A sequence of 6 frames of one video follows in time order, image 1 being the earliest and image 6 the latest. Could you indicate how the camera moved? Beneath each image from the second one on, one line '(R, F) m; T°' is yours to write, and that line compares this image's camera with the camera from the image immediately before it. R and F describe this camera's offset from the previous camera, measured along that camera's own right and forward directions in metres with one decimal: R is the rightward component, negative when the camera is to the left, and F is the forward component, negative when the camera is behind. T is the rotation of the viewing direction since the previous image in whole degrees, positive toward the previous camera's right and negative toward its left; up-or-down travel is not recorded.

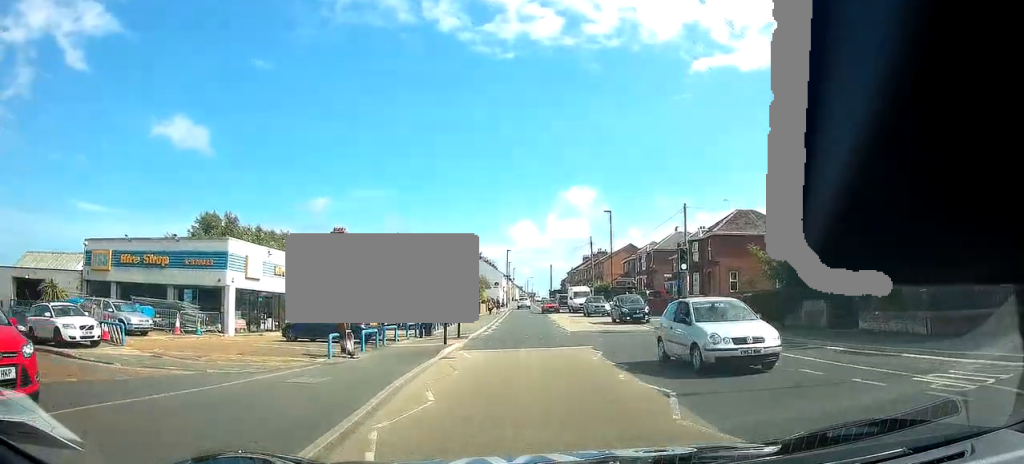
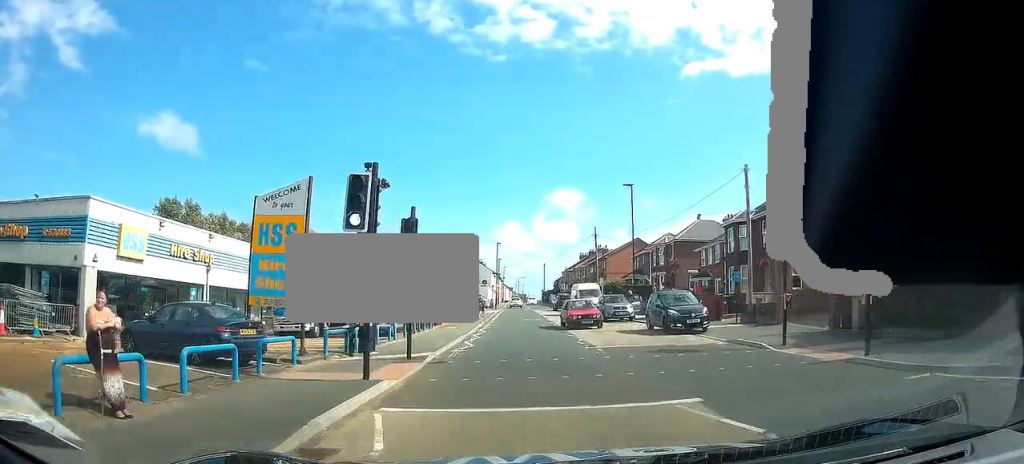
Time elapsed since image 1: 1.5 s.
(-0.1, +9.8) m; 0°
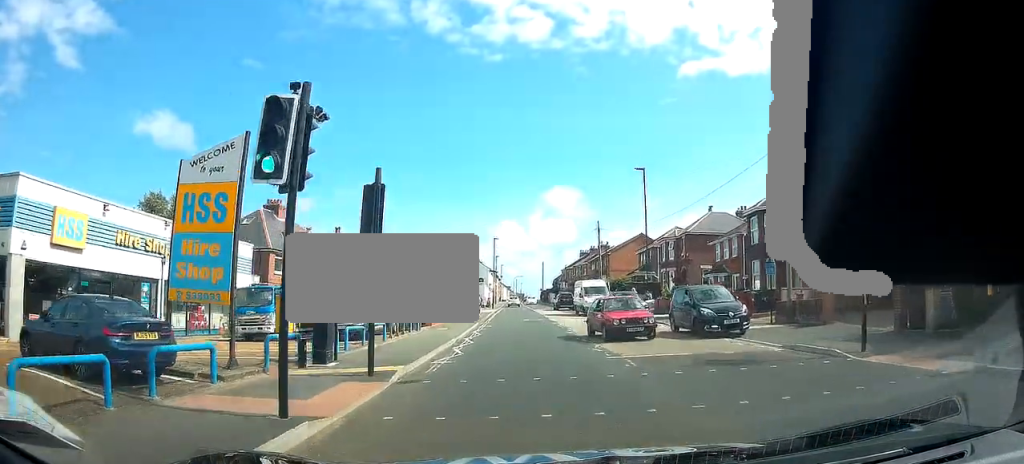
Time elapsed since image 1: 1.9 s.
(0.0, +3.4) m; 0°
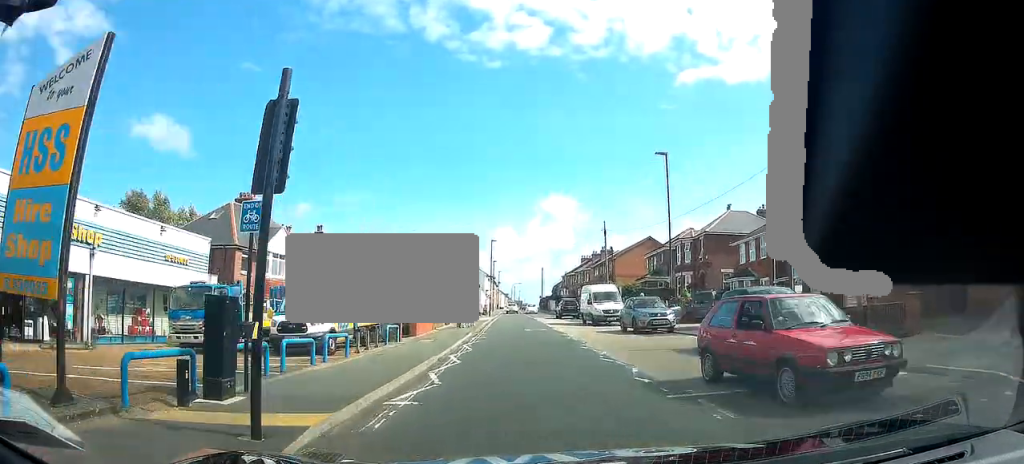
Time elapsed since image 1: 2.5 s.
(0.0, +4.2) m; 0°
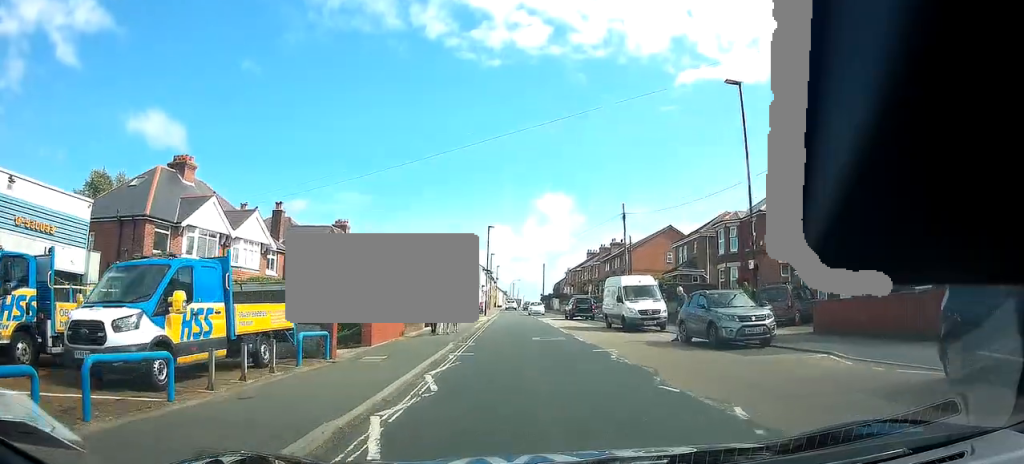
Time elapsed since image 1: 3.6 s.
(0.0, +8.6) m; -1°
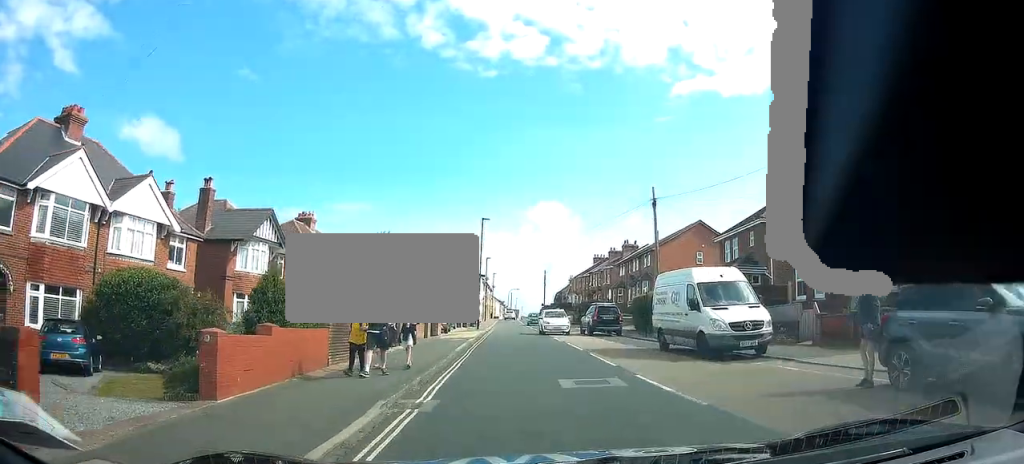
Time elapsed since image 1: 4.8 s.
(-0.2, +10.0) m; -1°
